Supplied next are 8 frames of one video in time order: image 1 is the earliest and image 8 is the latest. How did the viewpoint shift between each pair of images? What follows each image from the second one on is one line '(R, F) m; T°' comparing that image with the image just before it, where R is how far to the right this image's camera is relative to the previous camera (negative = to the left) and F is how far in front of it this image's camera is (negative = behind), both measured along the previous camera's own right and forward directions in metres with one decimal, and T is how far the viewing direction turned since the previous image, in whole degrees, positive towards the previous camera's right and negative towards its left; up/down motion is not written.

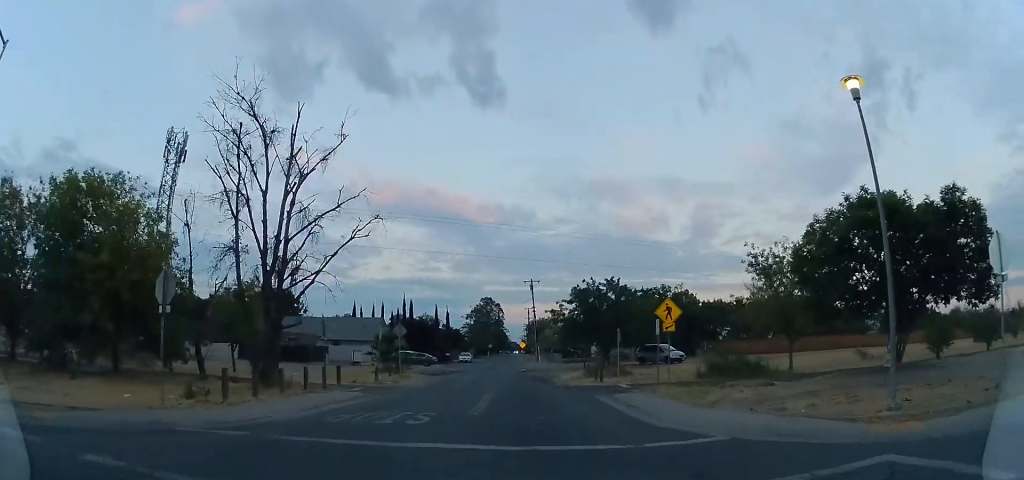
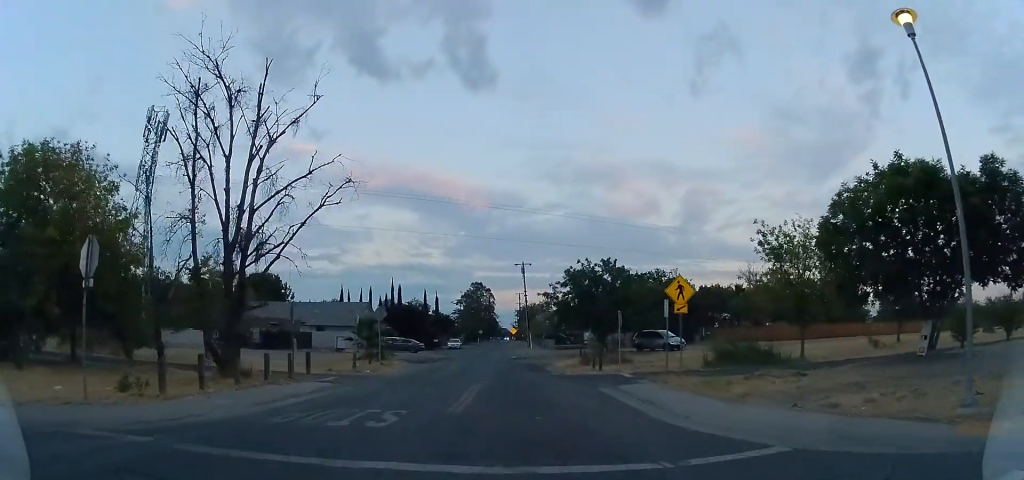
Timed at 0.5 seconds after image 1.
(0.0, +2.5) m; 0°
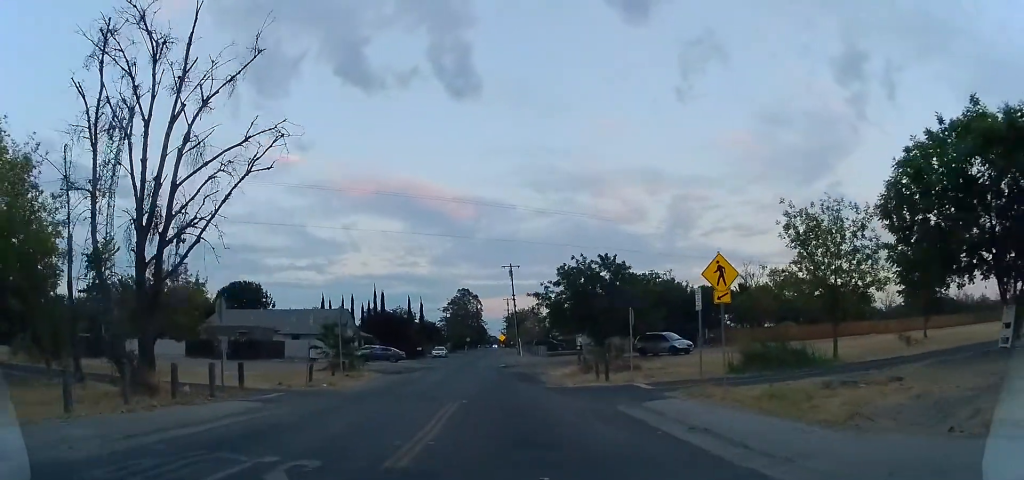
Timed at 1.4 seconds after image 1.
(0.0, +4.5) m; 0°
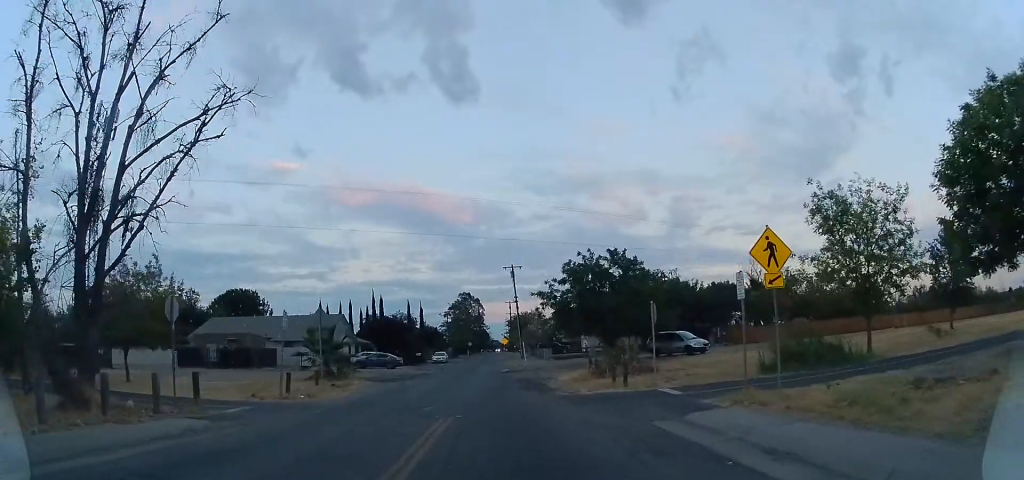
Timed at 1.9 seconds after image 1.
(0.0, +2.7) m; 0°
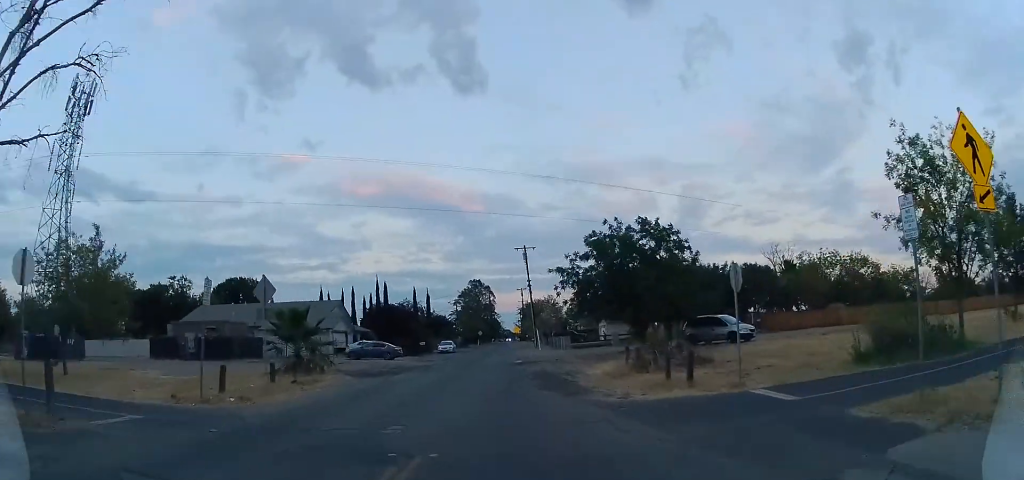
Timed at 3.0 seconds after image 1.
(0.0, +5.5) m; 0°
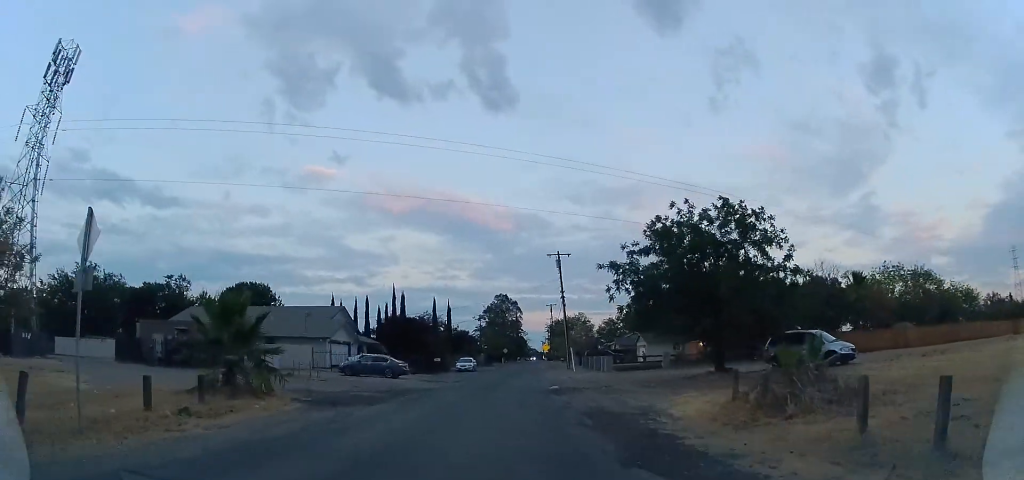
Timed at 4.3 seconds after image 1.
(0.0, +7.7) m; 0°
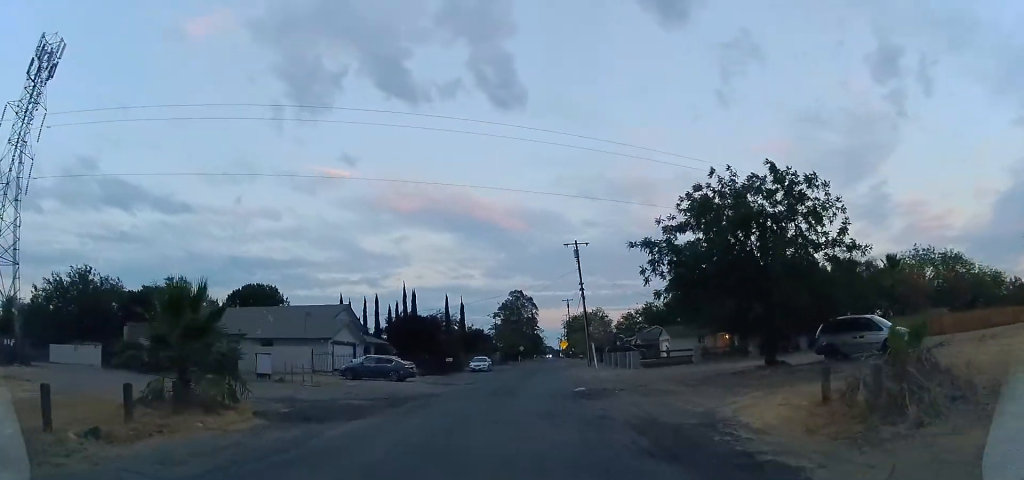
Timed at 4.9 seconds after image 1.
(0.0, +3.1) m; 0°
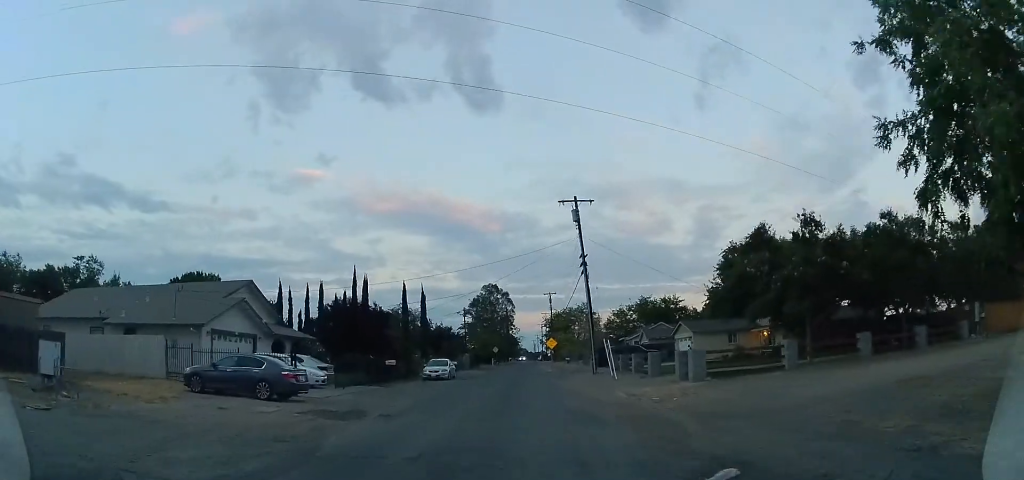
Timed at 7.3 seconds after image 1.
(-1.0, +15.1) m; -3°
